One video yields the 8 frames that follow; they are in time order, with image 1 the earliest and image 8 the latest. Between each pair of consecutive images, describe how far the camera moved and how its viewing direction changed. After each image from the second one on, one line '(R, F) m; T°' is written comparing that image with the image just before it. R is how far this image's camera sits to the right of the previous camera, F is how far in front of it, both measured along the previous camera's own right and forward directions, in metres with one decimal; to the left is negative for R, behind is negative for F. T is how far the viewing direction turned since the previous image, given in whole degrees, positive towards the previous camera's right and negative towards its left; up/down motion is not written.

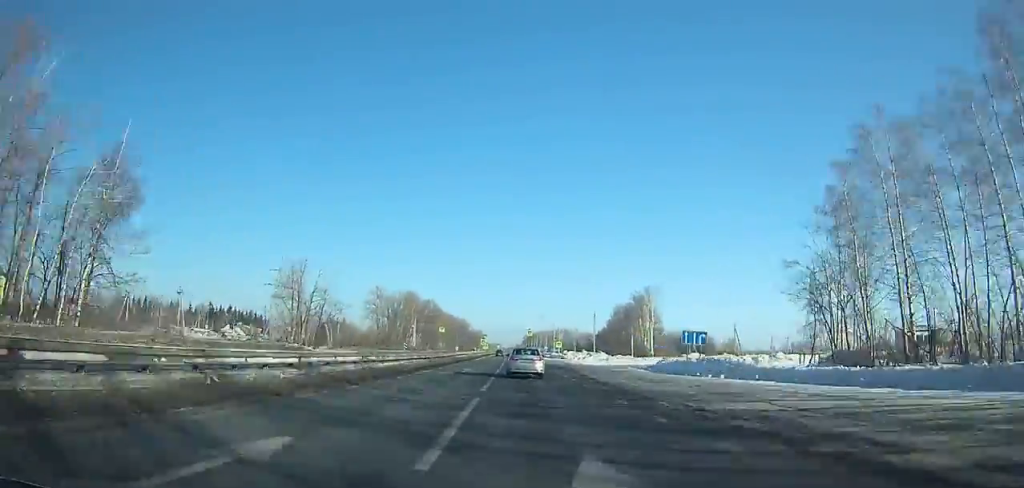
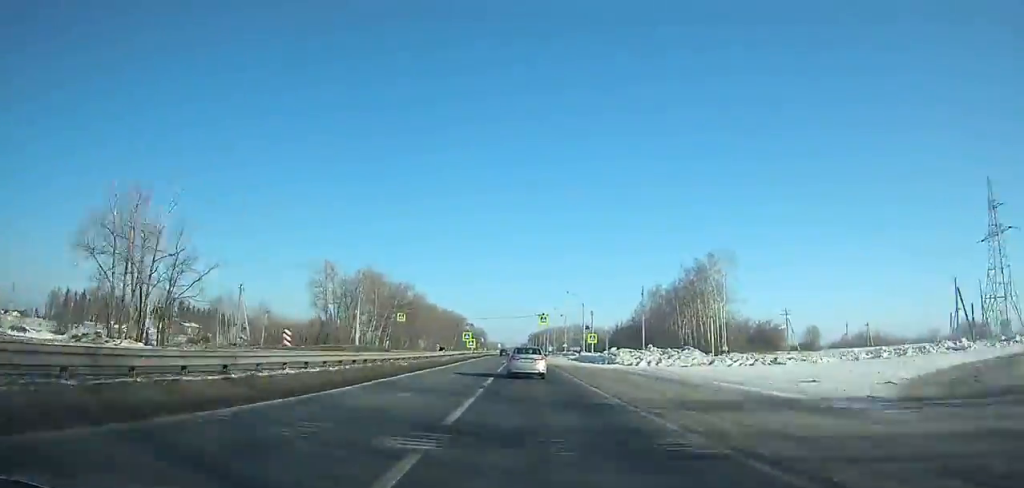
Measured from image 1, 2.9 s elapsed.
(0.0, +54.5) m; 0°
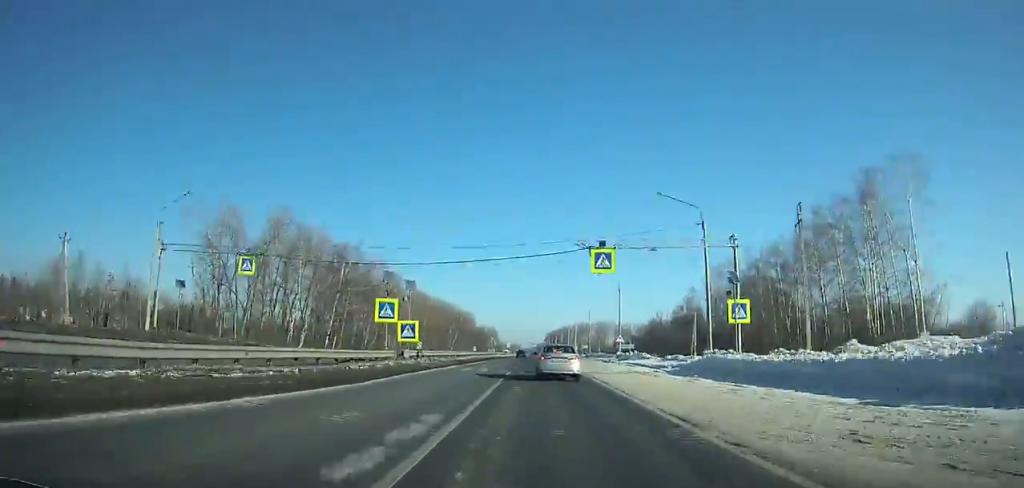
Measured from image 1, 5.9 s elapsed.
(0.0, +54.0) m; 0°
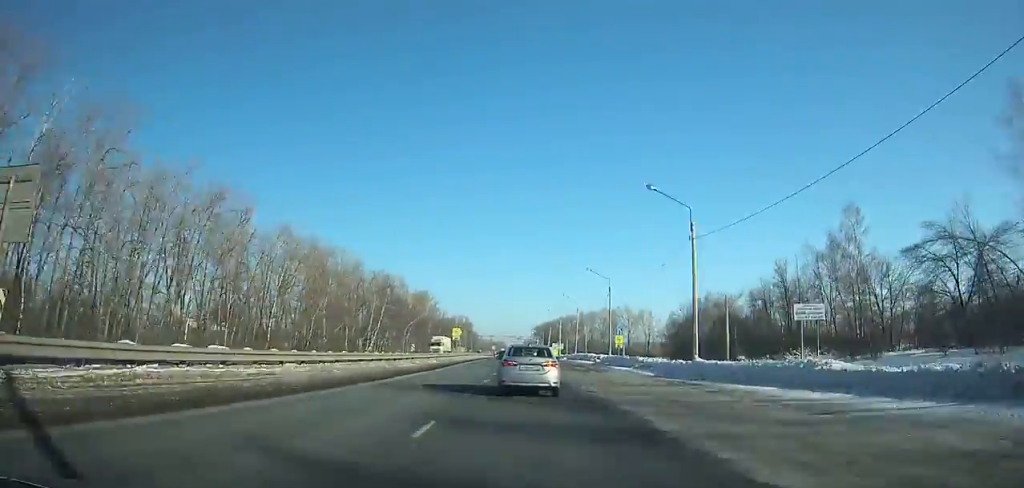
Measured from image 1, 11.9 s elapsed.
(-0.1, +100.6) m; 0°
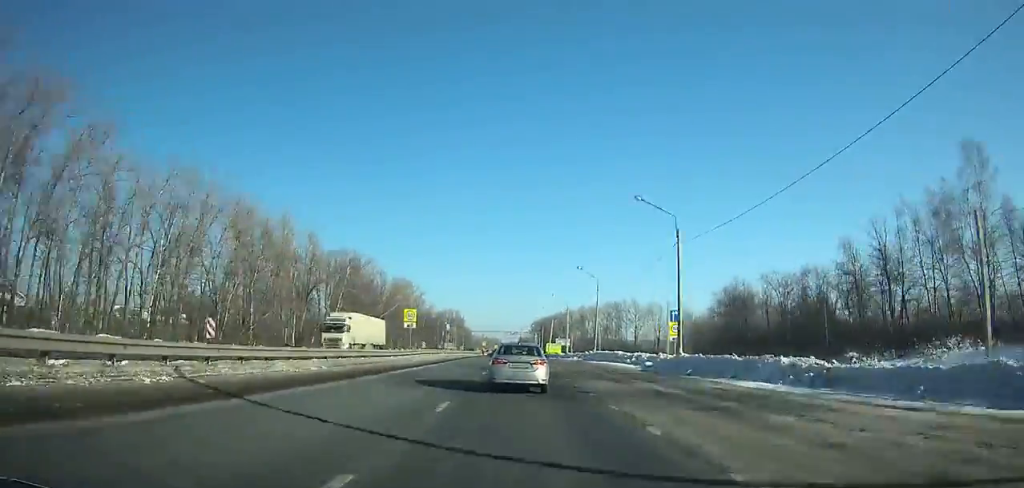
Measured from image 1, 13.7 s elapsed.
(+0.1, +28.3) m; 0°
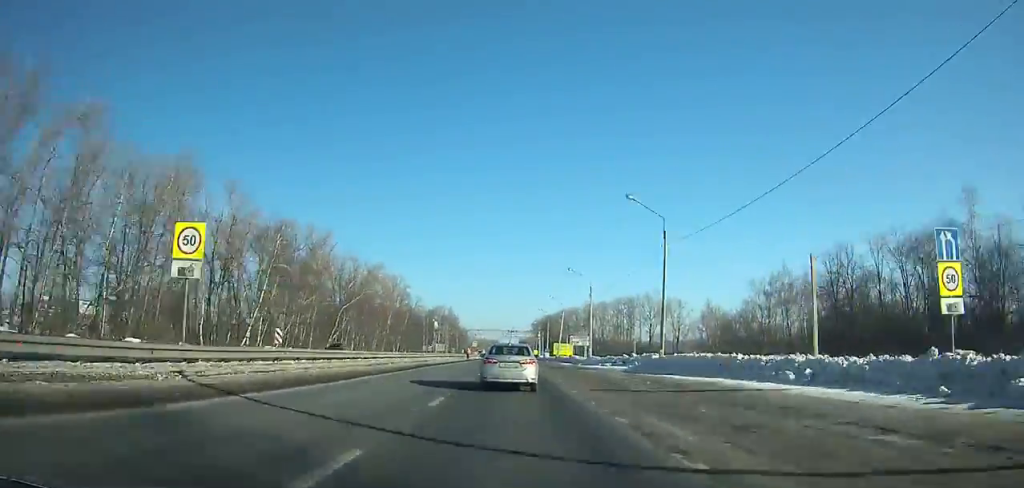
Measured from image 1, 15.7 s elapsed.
(+0.2, +31.0) m; 0°
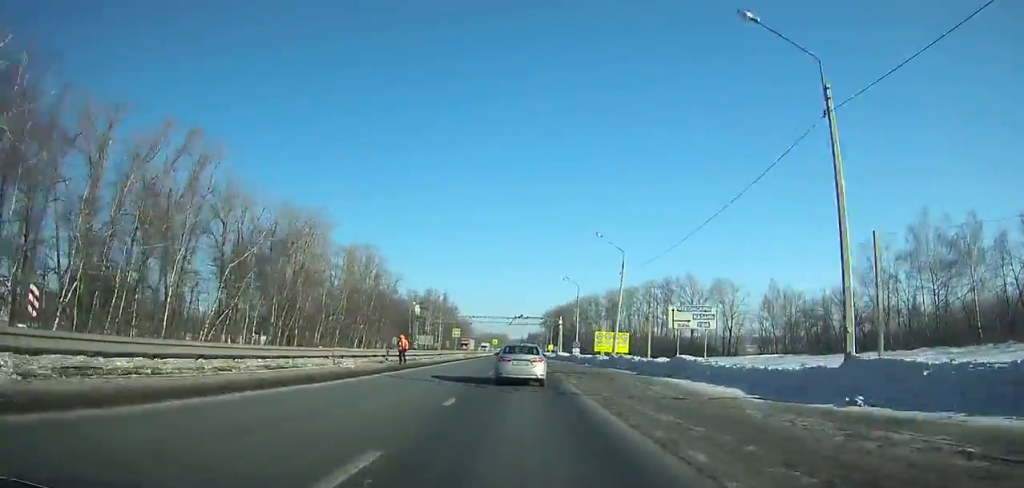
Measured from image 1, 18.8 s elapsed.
(-0.5, +46.7) m; -1°
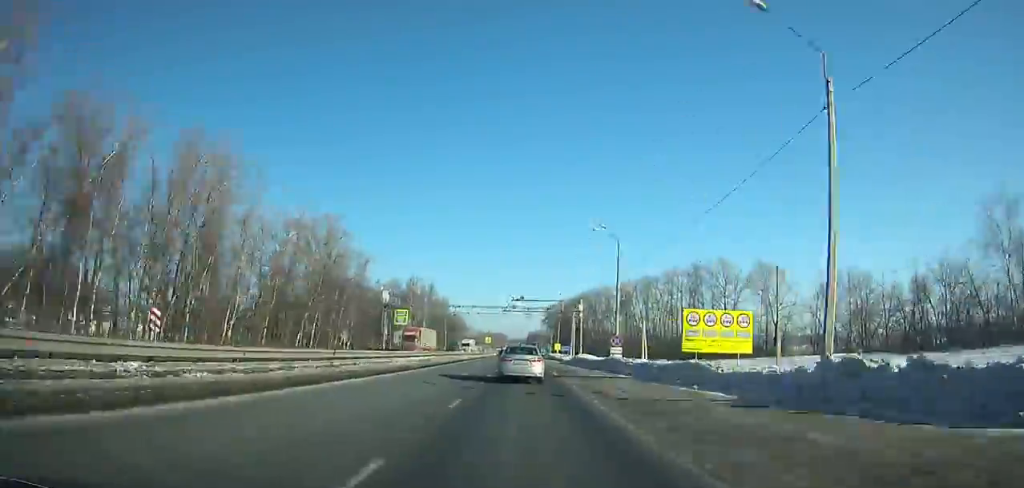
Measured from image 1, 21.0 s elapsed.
(0.0, +32.6) m; +1°
